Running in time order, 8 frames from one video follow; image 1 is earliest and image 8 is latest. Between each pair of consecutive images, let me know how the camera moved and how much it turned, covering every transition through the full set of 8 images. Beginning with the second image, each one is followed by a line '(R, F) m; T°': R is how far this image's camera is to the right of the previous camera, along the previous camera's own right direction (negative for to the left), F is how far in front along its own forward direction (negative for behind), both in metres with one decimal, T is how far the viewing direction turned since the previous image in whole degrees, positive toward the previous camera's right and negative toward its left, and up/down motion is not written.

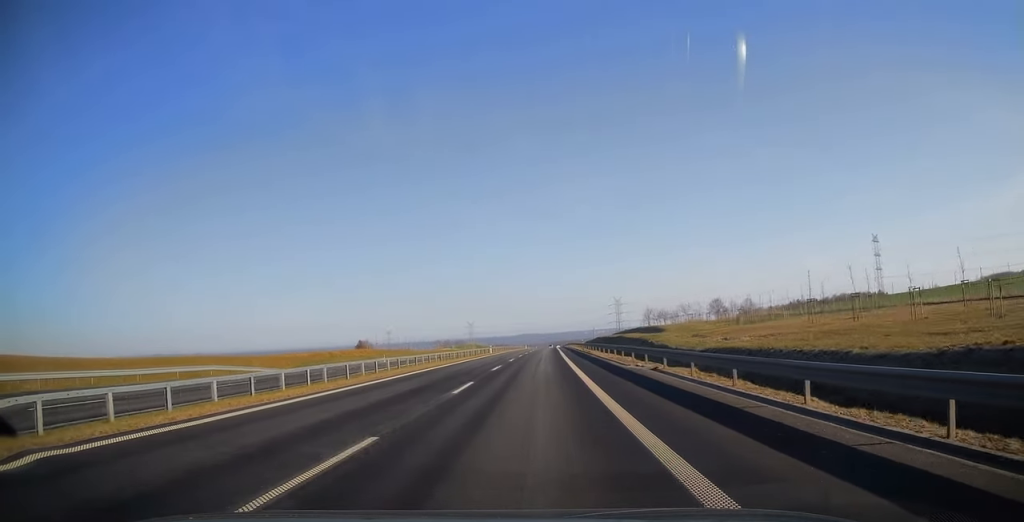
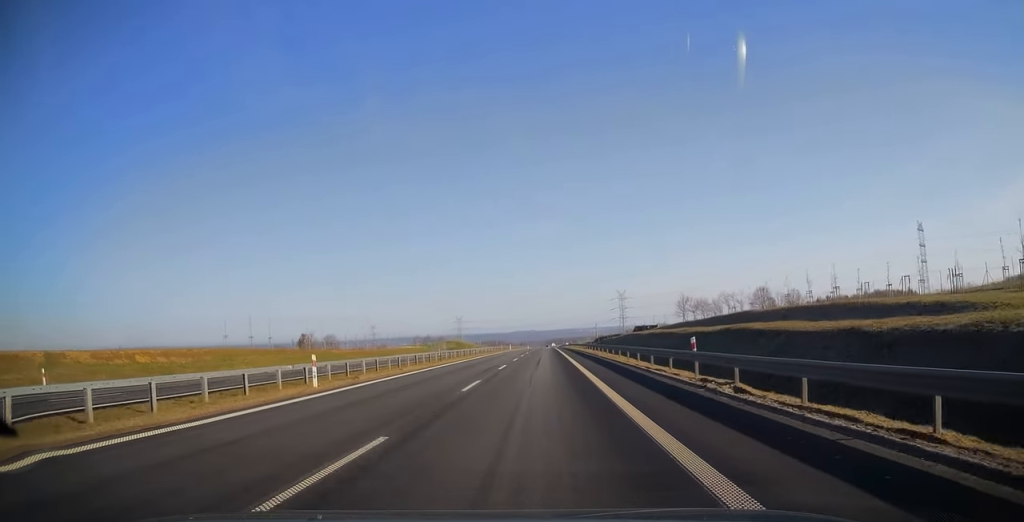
(+0.4, +59.7) m; 0°
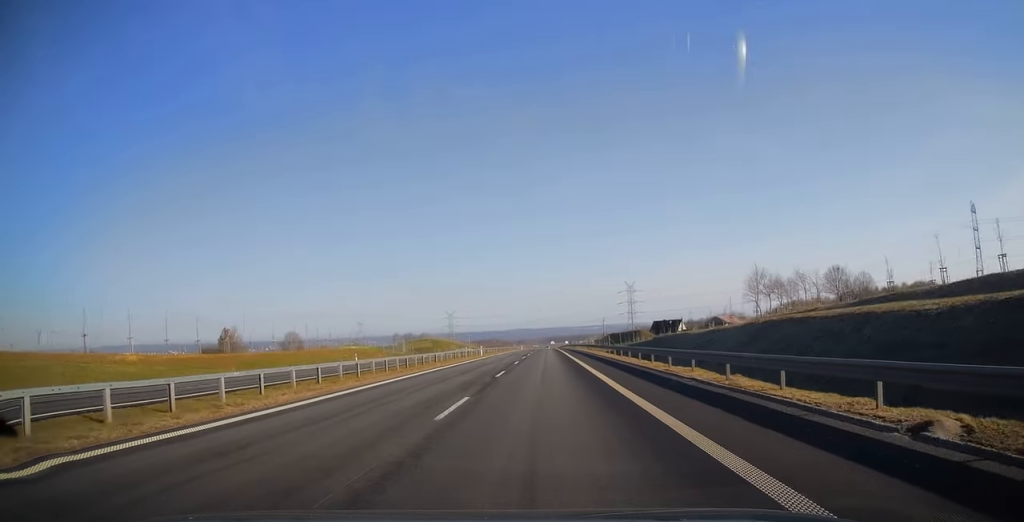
(-0.1, +53.8) m; 0°
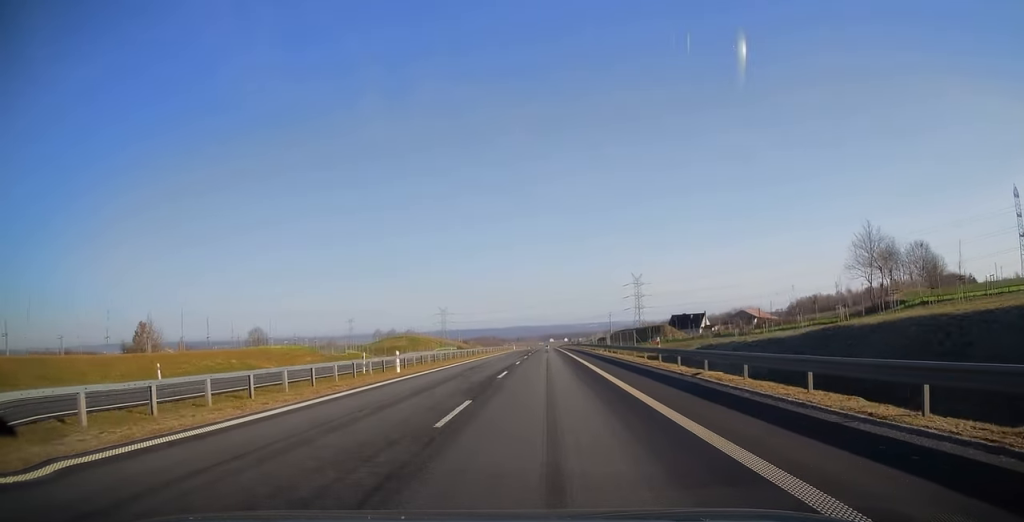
(0.0, +37.0) m; 0°
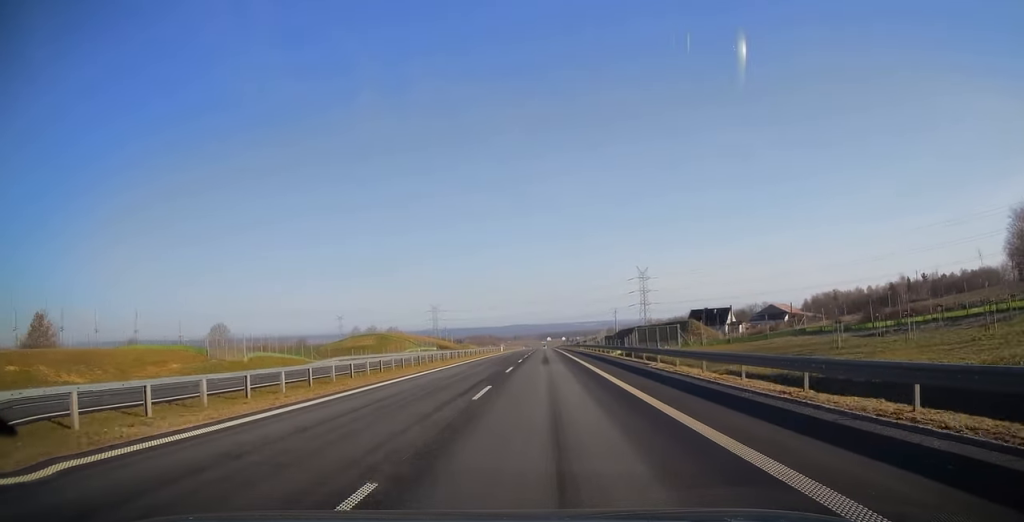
(+0.1, +31.7) m; 0°
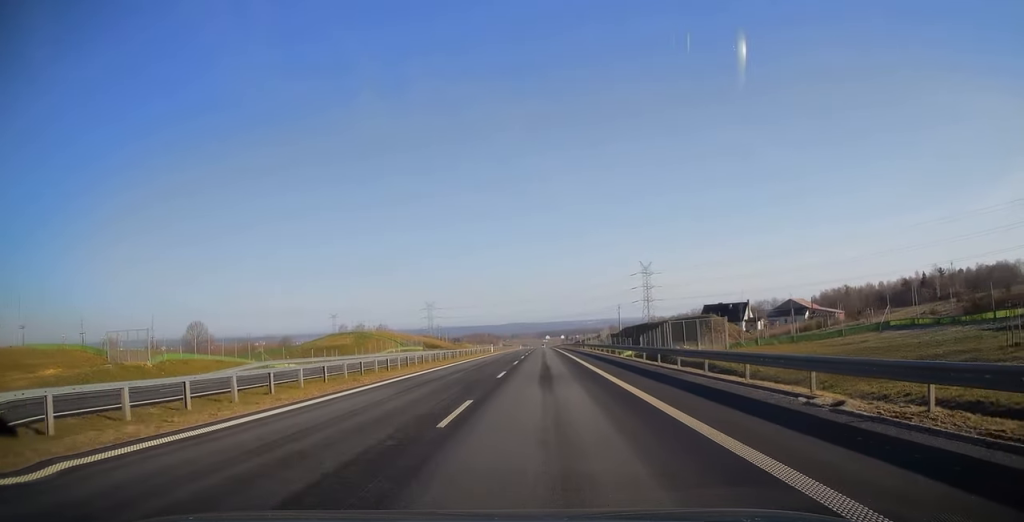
(0.0, +16.4) m; 0°
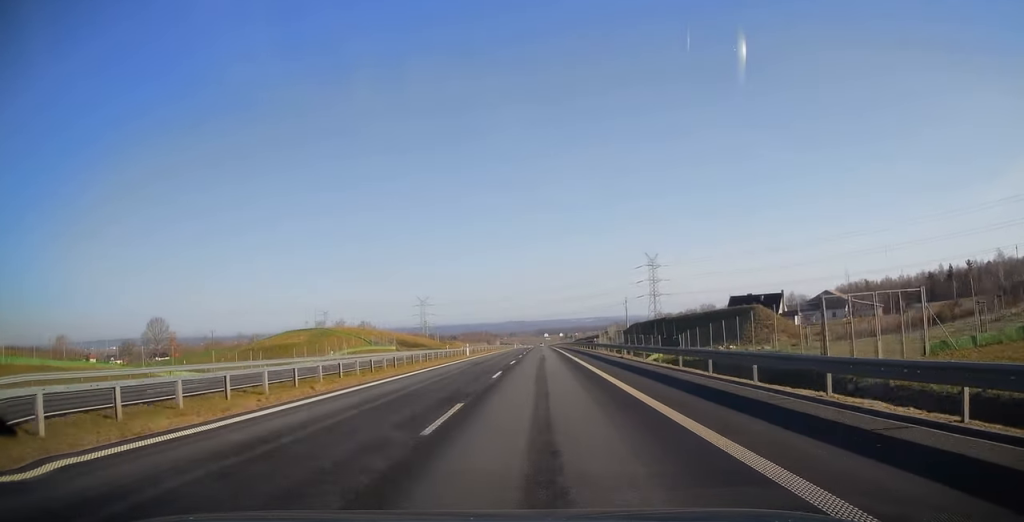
(0.0, +24.9) m; 0°
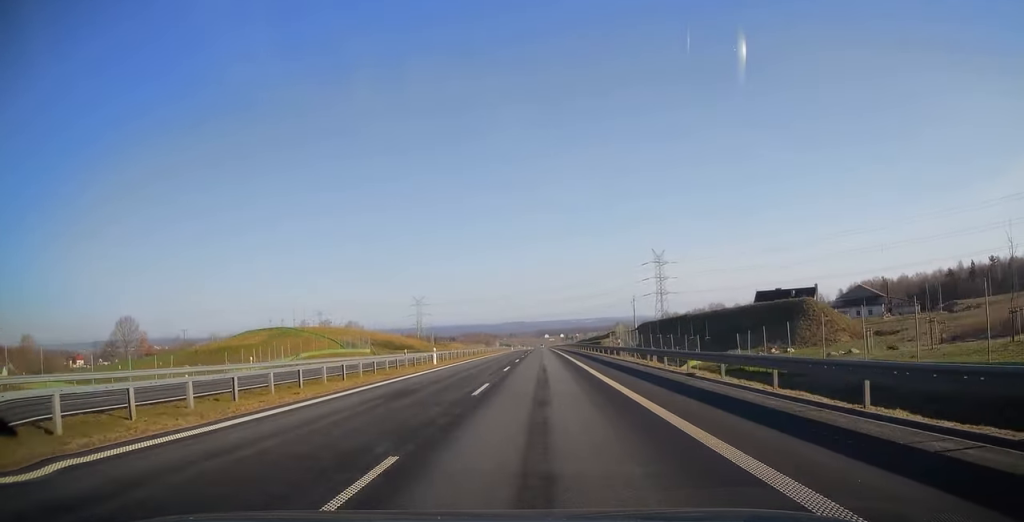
(0.0, +17.5) m; 0°
